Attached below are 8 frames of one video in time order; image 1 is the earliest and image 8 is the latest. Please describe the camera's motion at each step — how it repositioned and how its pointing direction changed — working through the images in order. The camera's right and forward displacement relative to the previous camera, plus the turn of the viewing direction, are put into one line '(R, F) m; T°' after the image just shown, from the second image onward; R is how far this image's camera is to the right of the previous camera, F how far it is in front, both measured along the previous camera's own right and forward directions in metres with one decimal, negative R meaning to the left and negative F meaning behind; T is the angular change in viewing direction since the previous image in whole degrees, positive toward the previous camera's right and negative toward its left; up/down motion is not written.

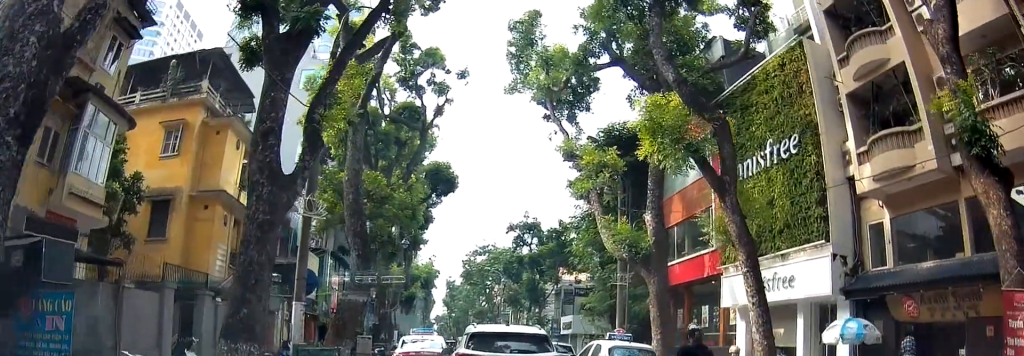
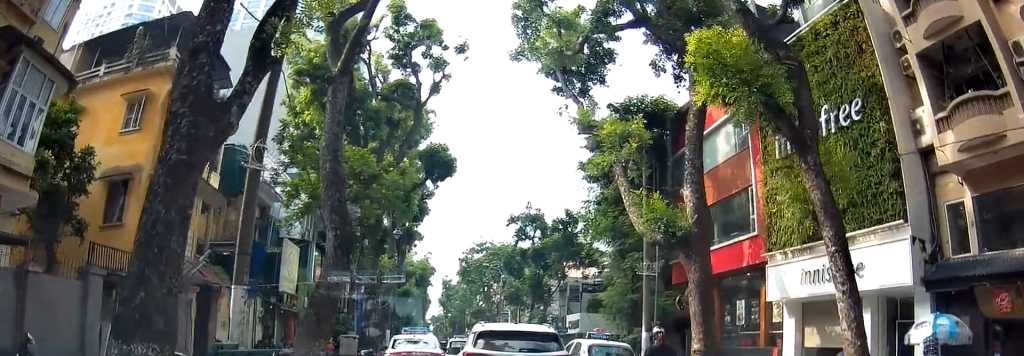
(+0.1, +3.8) m; +4°
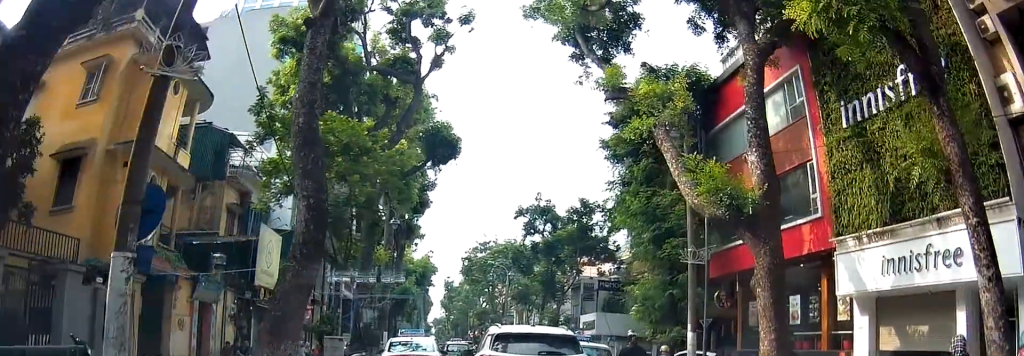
(+0.2, +4.2) m; +2°
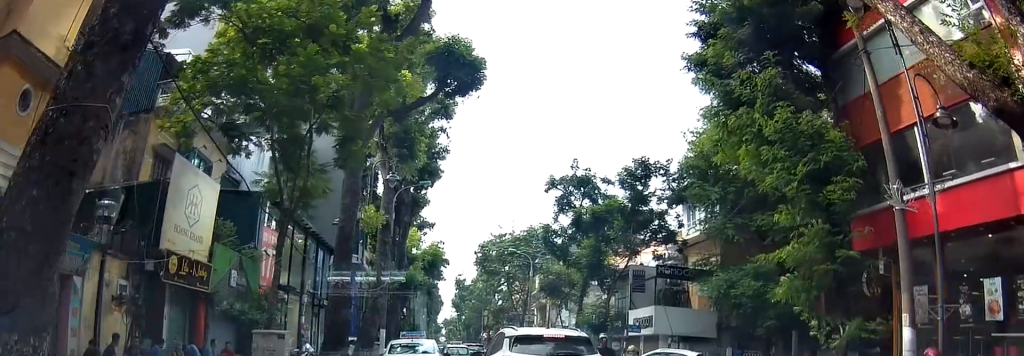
(-0.5, +9.8) m; -9°
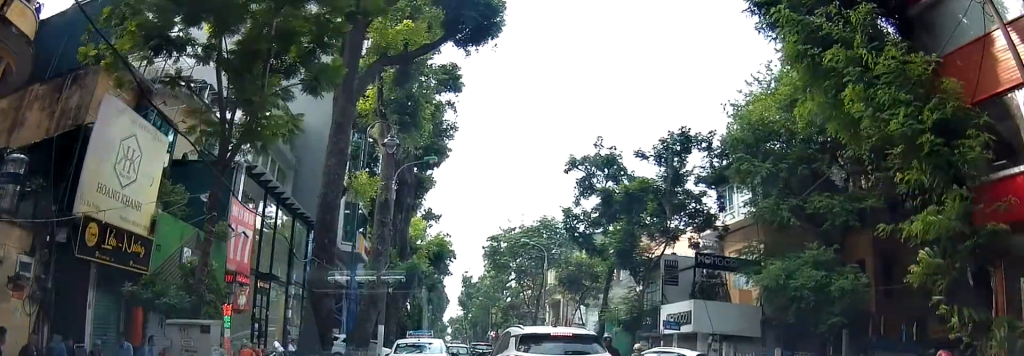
(-0.2, +4.1) m; -3°
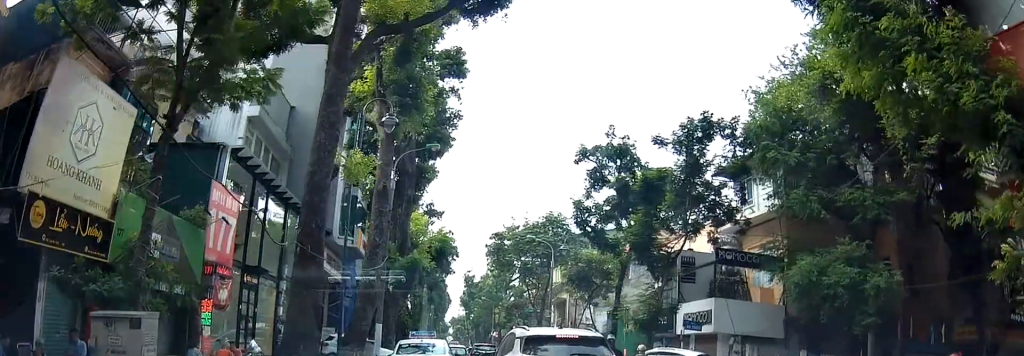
(0.0, +2.0) m; -2°
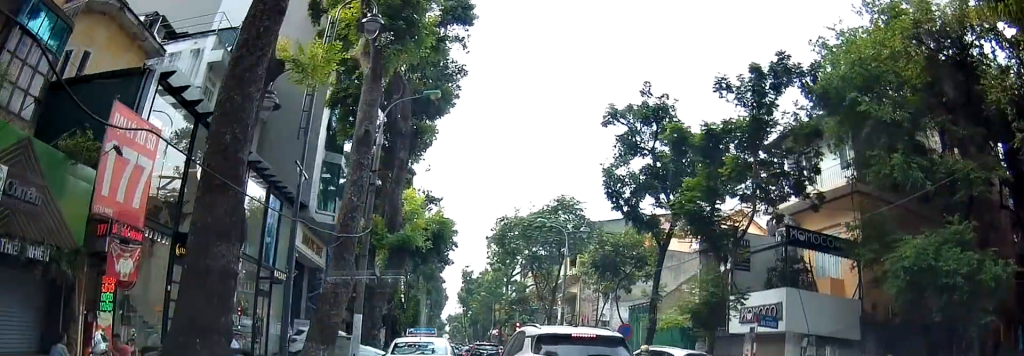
(-0.3, +6.5) m; -9°
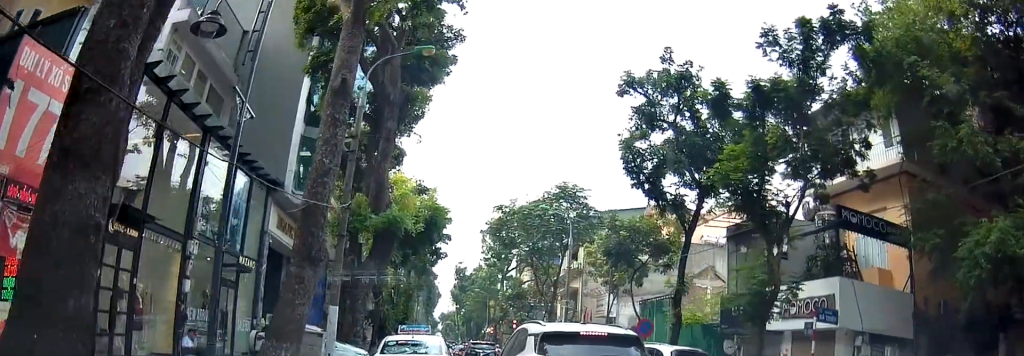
(-0.2, +4.2) m; -5°
